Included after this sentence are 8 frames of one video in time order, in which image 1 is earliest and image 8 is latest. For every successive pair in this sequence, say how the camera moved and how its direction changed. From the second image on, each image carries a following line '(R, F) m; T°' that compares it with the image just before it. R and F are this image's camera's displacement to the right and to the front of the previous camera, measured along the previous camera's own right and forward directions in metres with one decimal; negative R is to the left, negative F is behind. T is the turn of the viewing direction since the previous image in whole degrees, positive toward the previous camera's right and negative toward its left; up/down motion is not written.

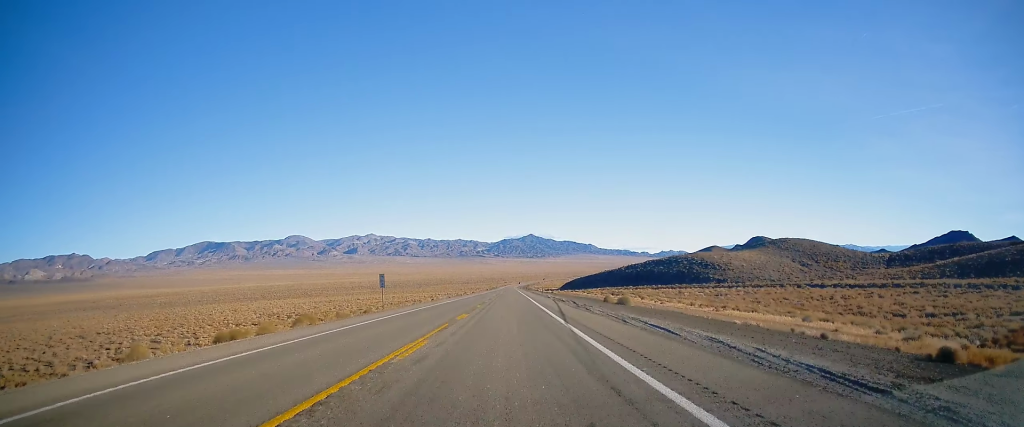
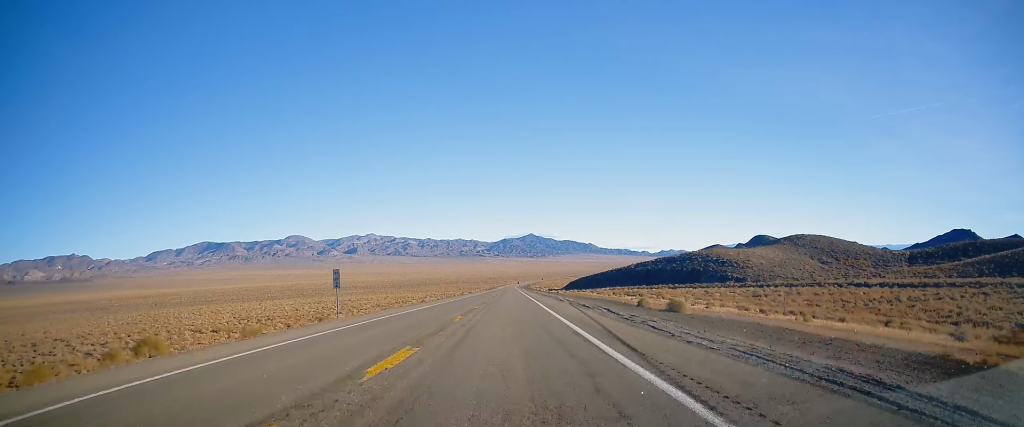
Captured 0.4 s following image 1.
(+0.1, +14.1) m; 0°
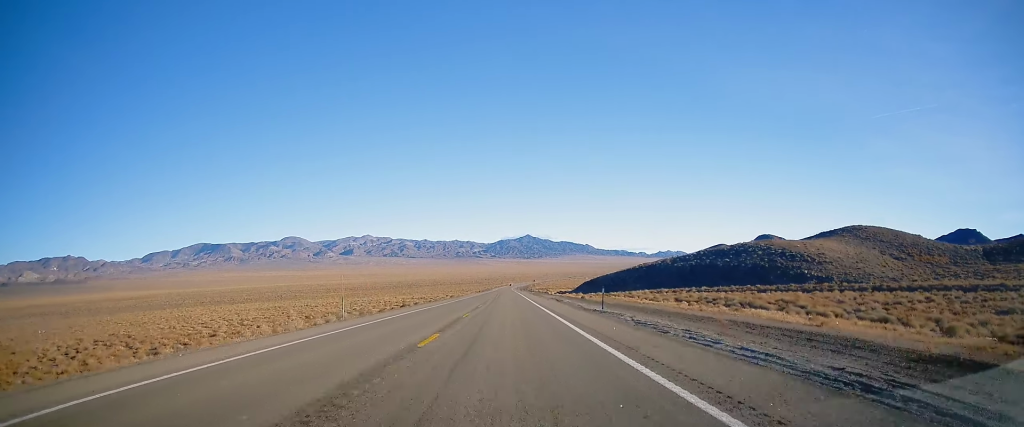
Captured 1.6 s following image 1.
(0.0, +43.7) m; 0°
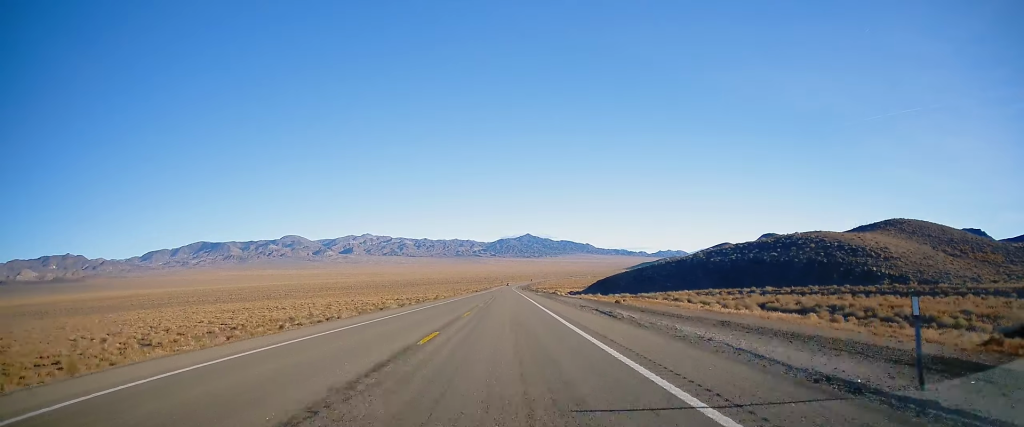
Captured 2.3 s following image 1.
(+0.1, +23.7) m; 0°
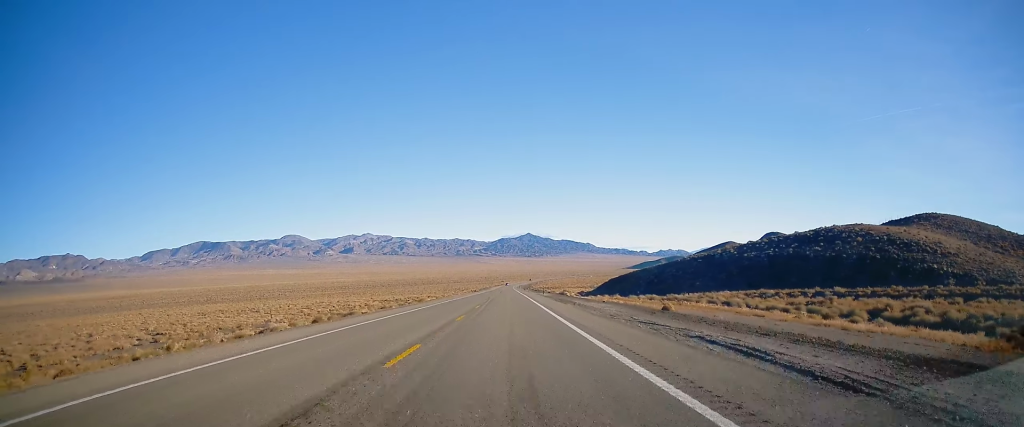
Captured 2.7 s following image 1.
(-0.1, +15.5) m; 0°
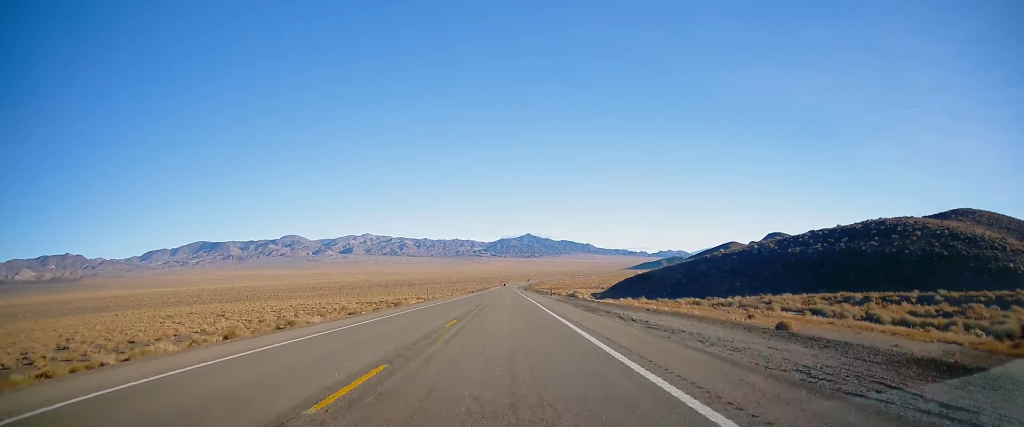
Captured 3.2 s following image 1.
(-0.1, +15.5) m; 0°
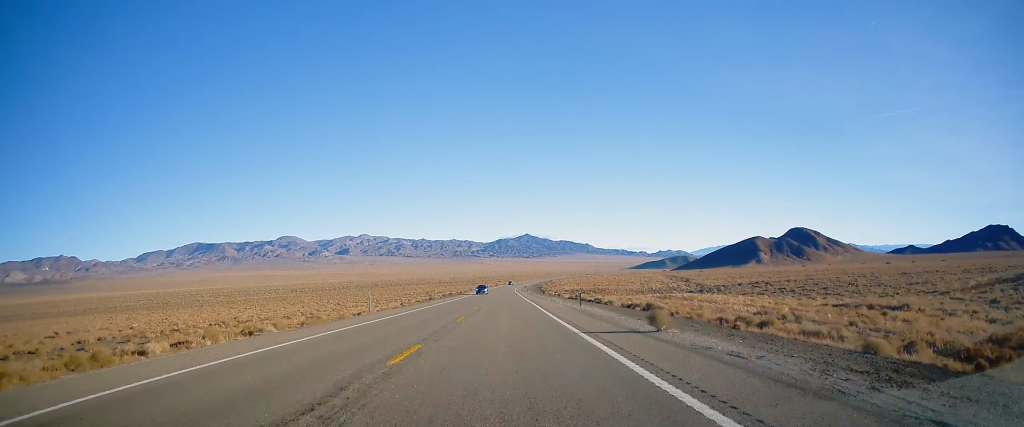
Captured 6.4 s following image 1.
(+0.1, +117.2) m; 0°
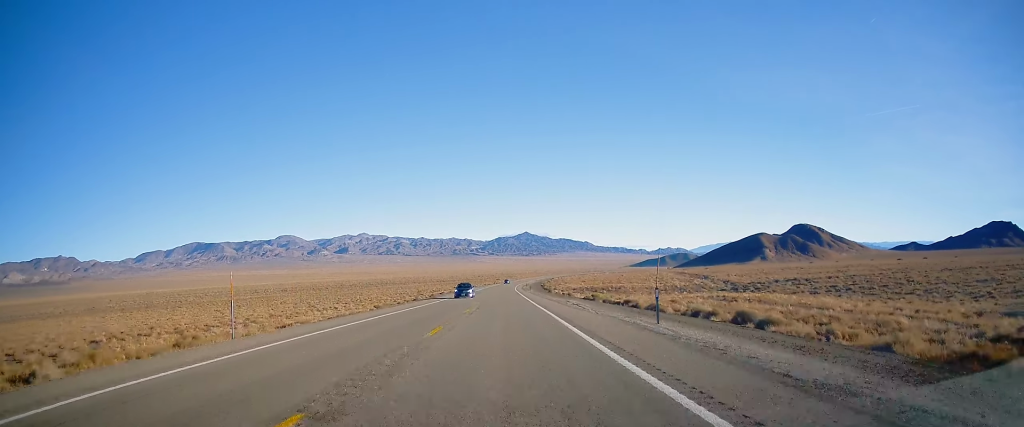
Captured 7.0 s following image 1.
(-0.2, +19.0) m; 0°
